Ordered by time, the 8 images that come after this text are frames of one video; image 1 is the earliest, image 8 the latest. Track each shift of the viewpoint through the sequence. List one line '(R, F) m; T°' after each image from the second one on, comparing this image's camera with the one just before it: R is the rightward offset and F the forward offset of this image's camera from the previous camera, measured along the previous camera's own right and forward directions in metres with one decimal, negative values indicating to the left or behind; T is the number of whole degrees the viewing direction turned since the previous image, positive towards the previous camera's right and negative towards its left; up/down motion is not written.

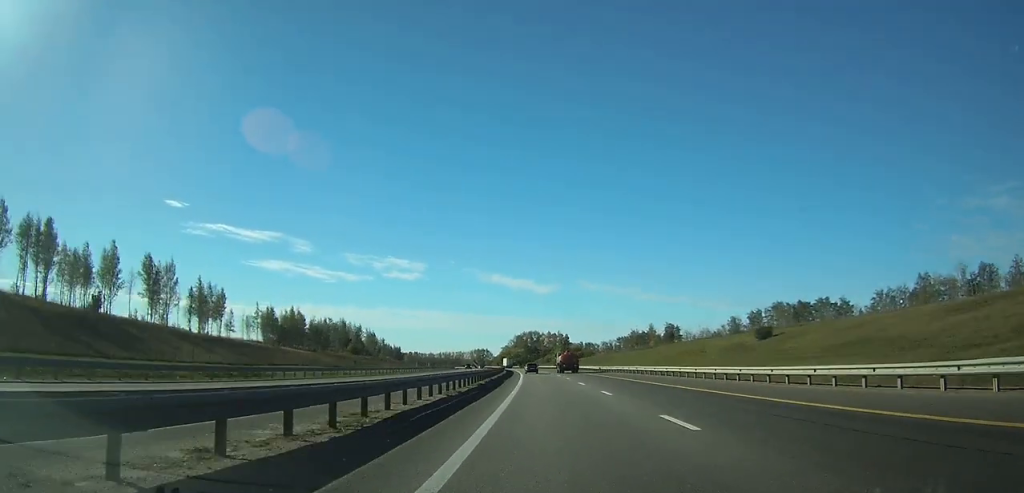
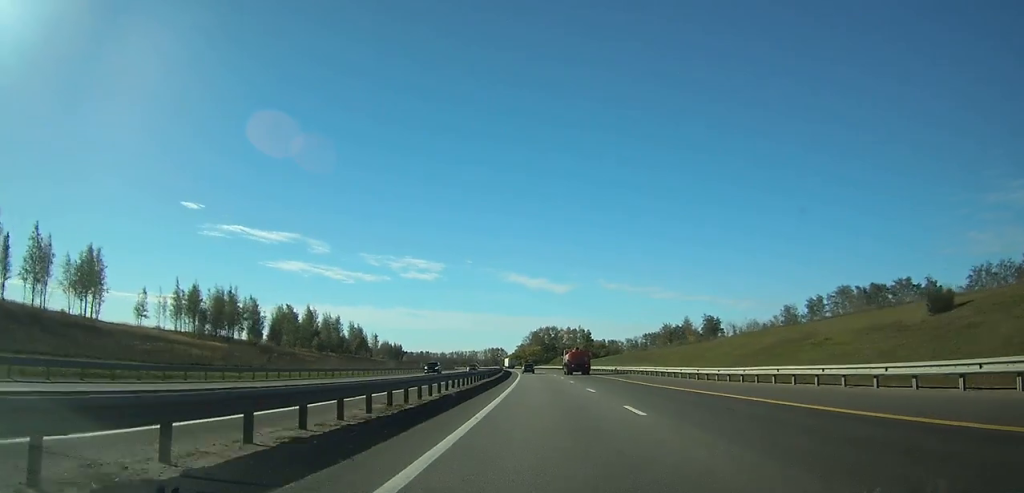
(-0.5, +44.5) m; -2°
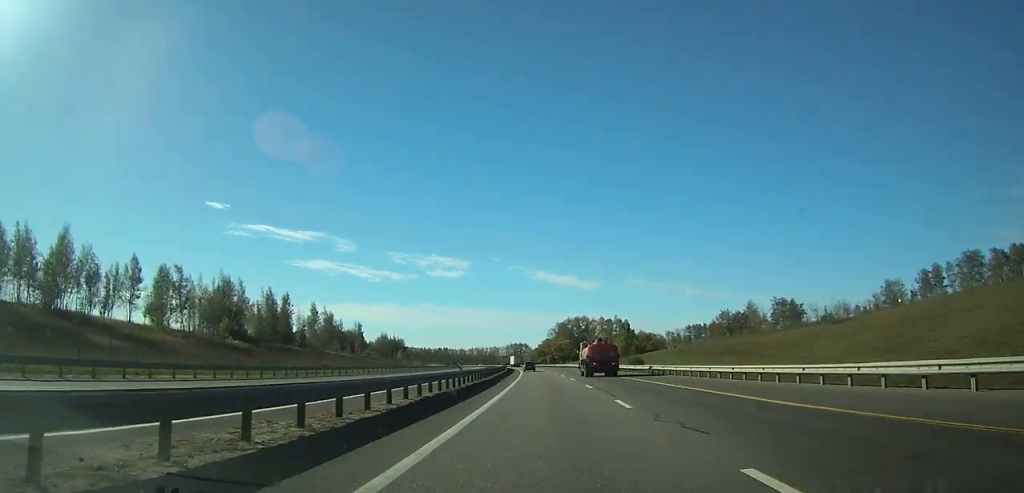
(-1.1, +57.7) m; -2°
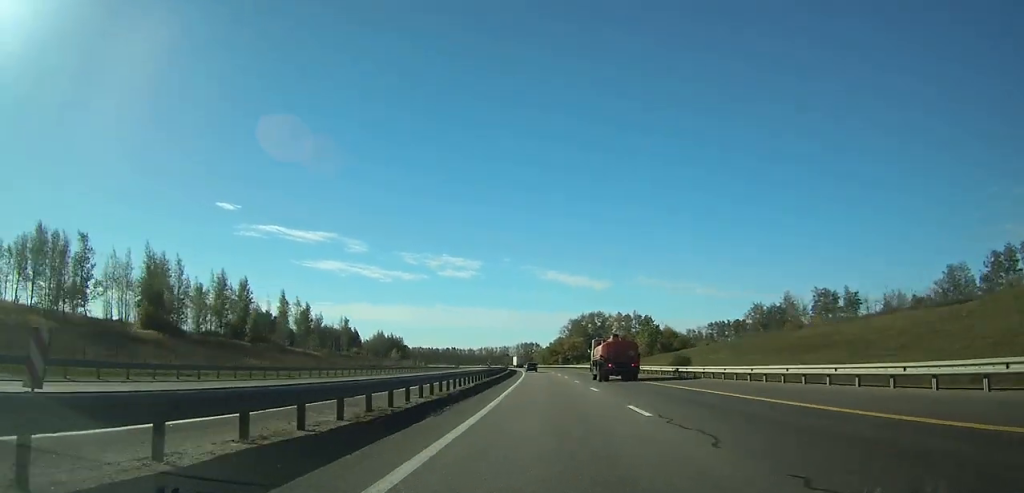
(0.0, +26.1) m; -1°
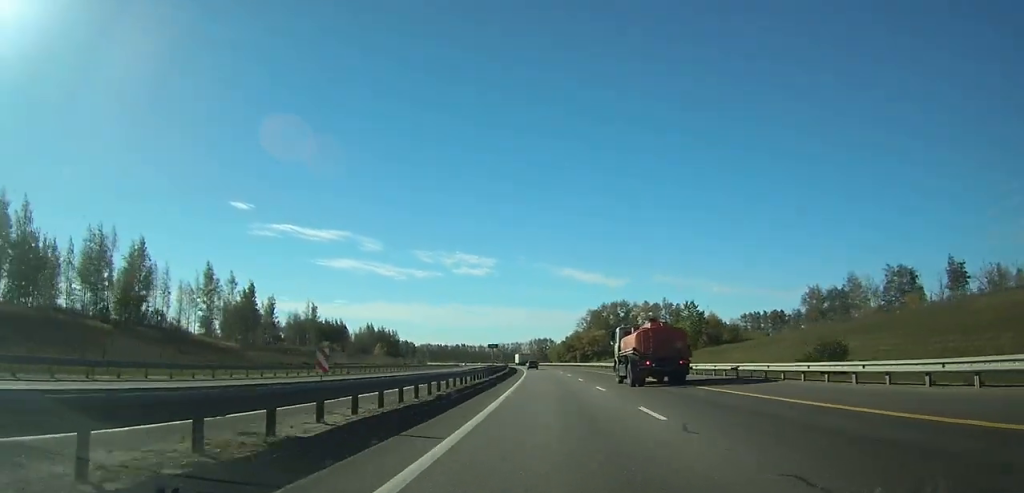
(-0.8, +37.3) m; -2°
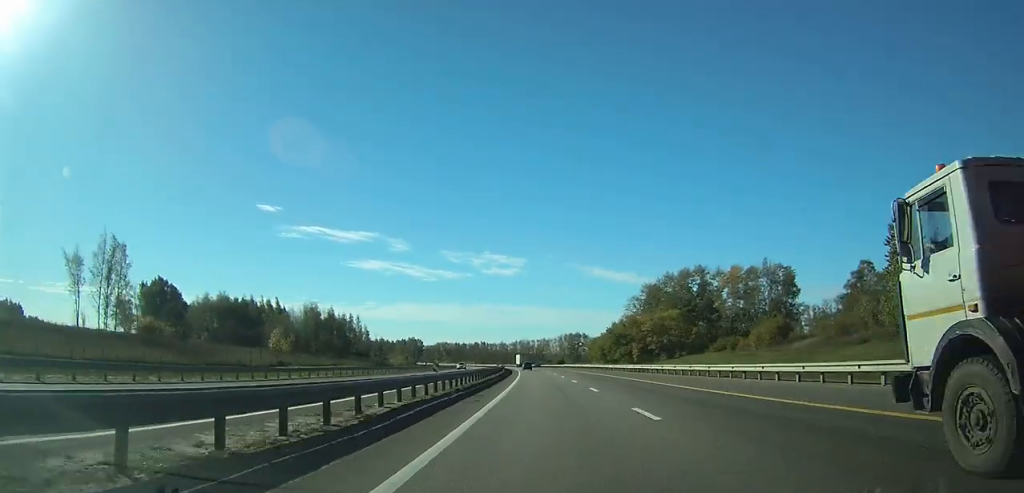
(-2.4, +83.7) m; -3°
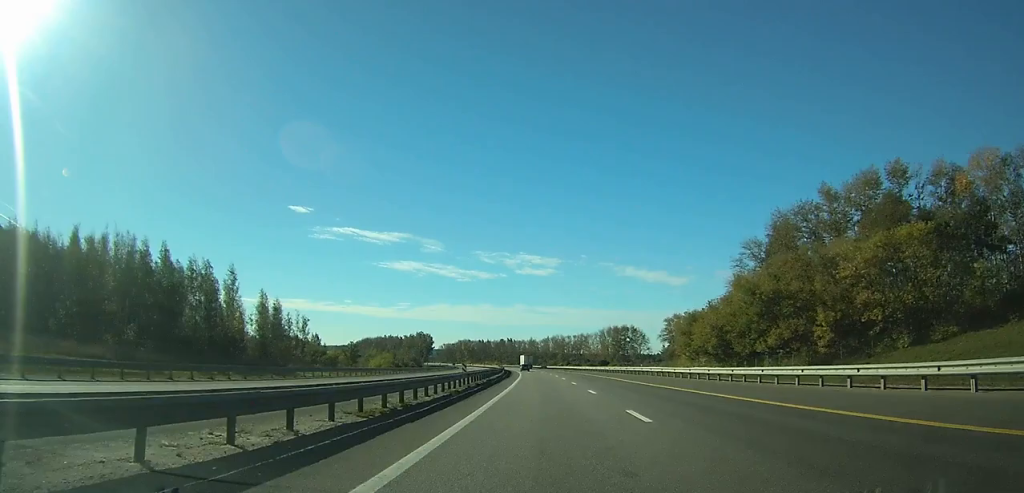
(-2.5, +83.5) m; -4°
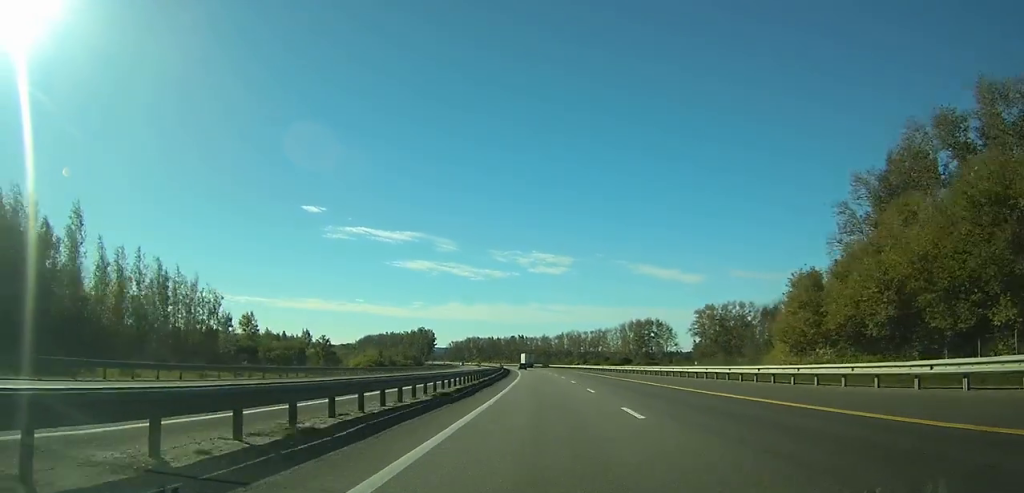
(-0.5, +35.4) m; -2°
